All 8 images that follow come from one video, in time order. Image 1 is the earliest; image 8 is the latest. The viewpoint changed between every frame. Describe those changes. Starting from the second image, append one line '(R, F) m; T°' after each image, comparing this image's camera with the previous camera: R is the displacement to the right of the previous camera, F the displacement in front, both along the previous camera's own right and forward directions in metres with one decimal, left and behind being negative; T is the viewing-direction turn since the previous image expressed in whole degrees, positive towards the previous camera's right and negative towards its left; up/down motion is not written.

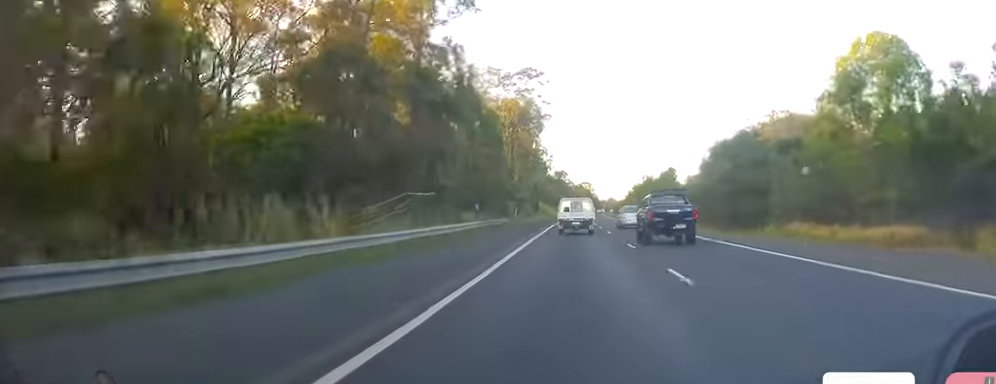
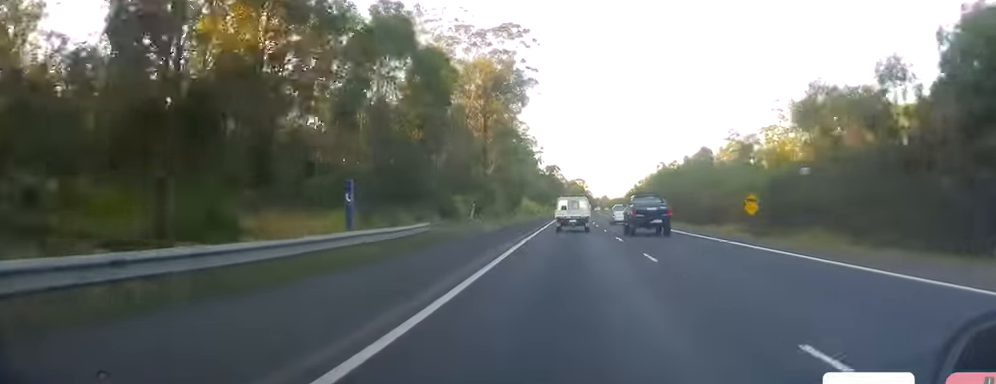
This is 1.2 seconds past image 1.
(+0.3, +33.2) m; +2°
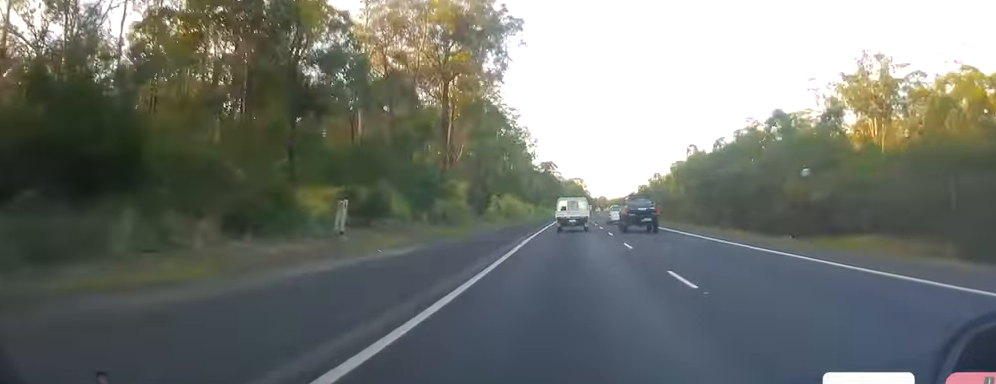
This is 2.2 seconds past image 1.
(+0.5, +29.3) m; +1°
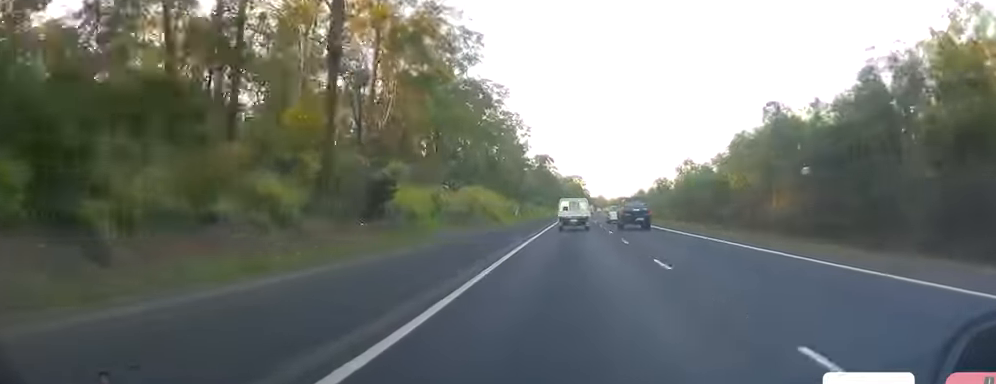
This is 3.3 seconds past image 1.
(0.0, +32.2) m; 0°
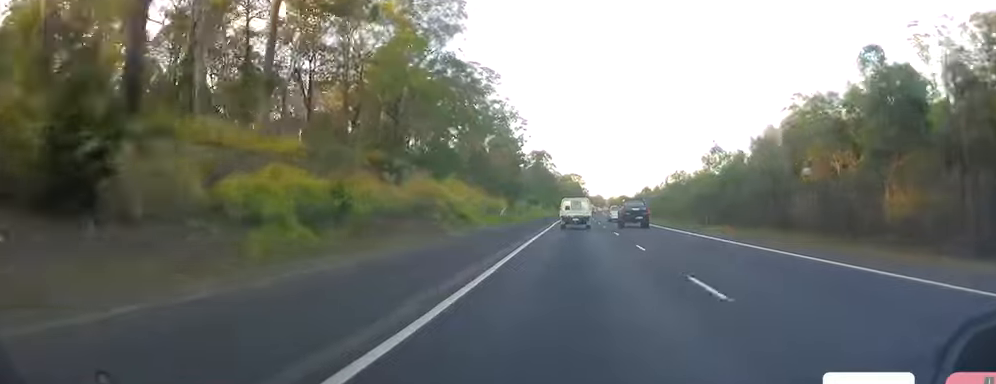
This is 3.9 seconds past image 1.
(0.0, +17.0) m; 0°
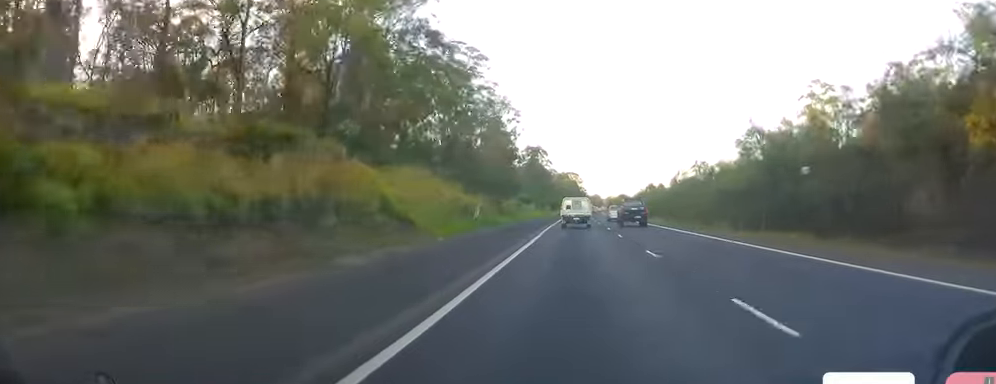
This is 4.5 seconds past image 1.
(-0.3, +15.1) m; 0°
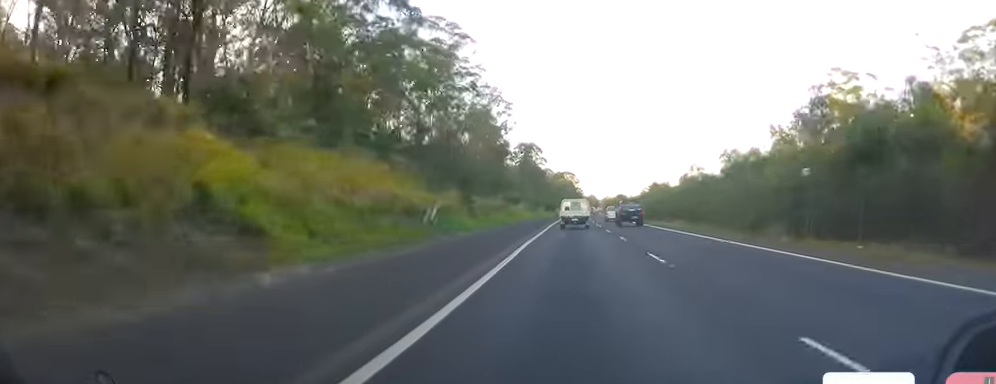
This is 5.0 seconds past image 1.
(0.0, +15.2) m; 0°
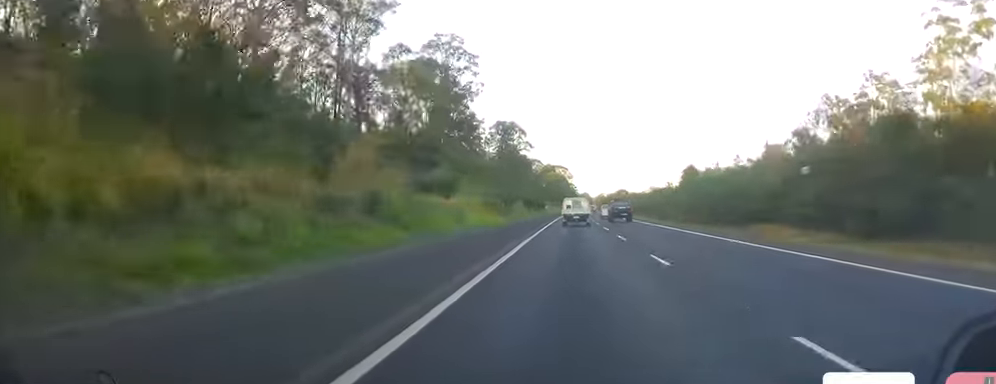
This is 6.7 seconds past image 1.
(+0.8, +49.5) m; +2°
